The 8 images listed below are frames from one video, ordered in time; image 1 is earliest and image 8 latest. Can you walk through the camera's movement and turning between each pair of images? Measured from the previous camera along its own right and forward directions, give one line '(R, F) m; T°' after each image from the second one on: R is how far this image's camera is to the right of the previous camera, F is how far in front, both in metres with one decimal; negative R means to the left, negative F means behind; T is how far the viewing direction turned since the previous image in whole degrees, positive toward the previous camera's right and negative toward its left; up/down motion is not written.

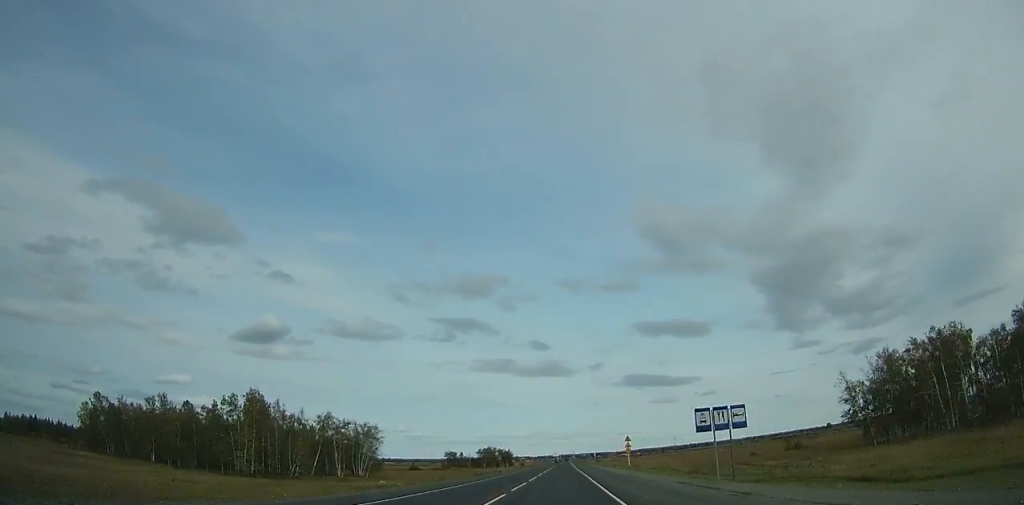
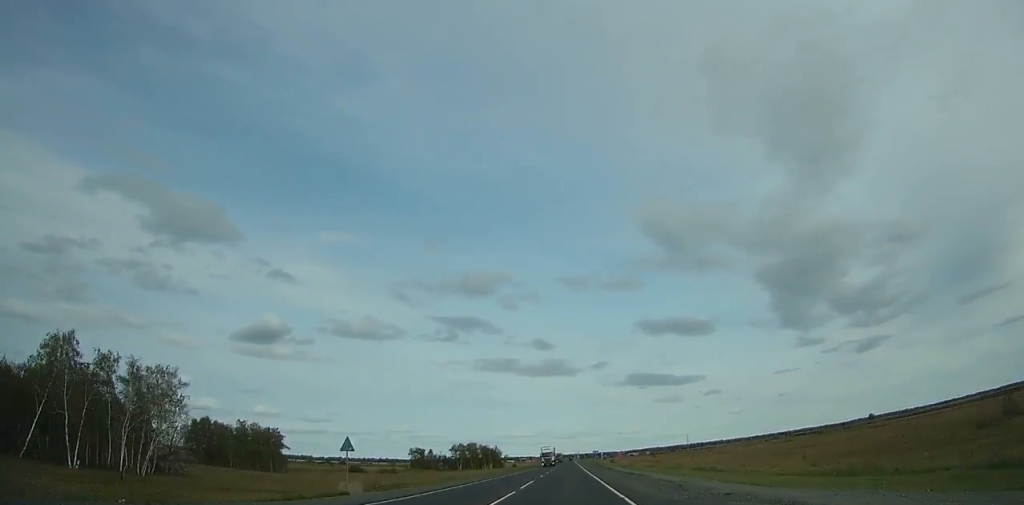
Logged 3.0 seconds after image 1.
(-0.1, +70.0) m; 0°
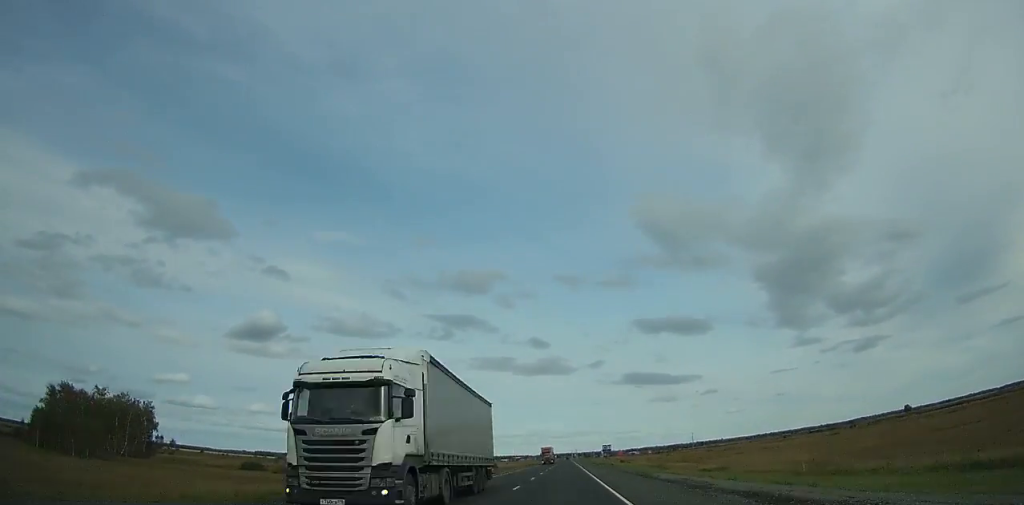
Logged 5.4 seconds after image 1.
(-0.1, +55.8) m; 0°
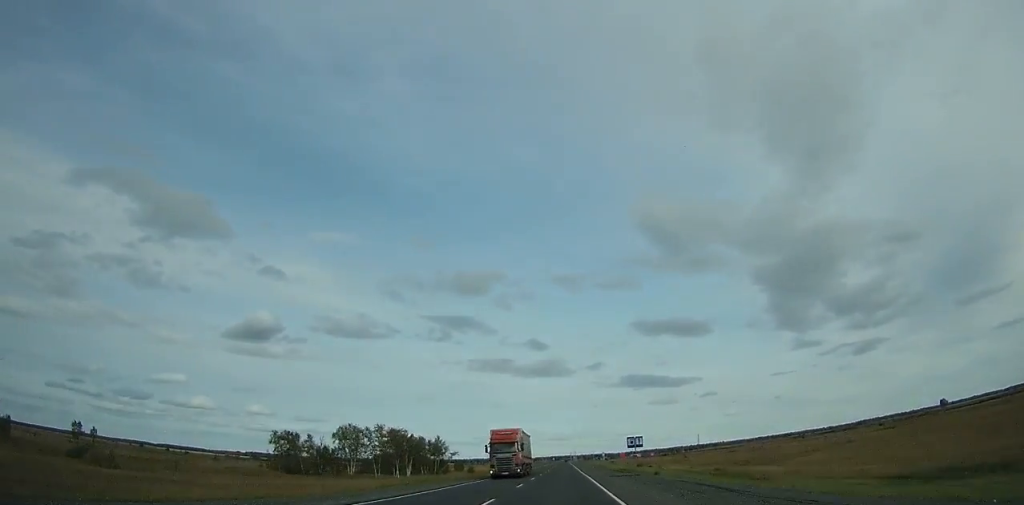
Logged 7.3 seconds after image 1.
(+0.1, +44.1) m; 0°
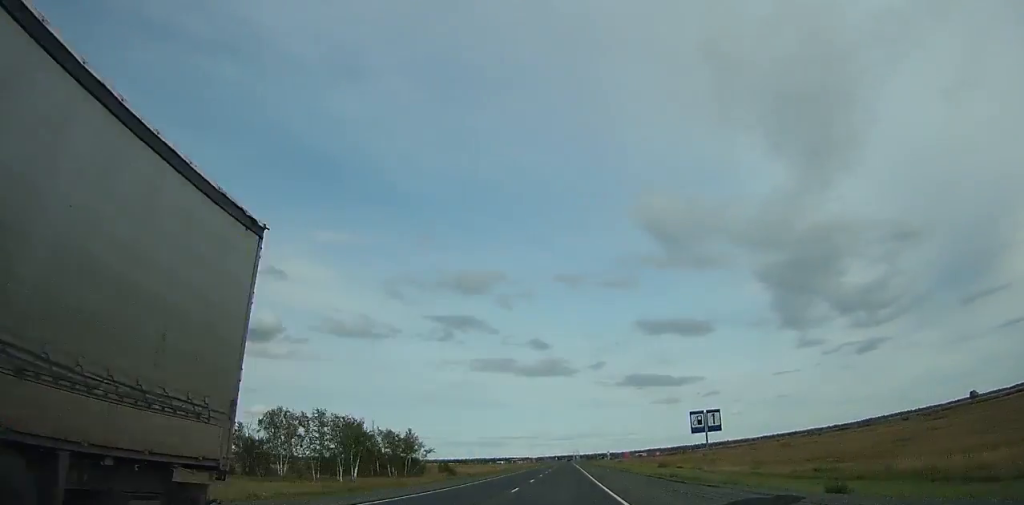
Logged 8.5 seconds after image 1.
(0.0, +27.8) m; 0°
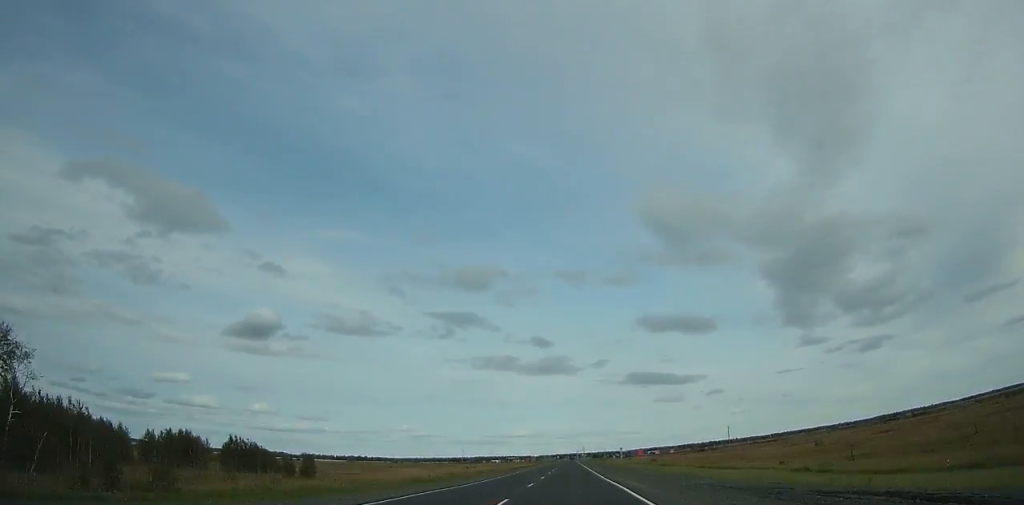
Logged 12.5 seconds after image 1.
(-0.1, +92.6) m; 0°
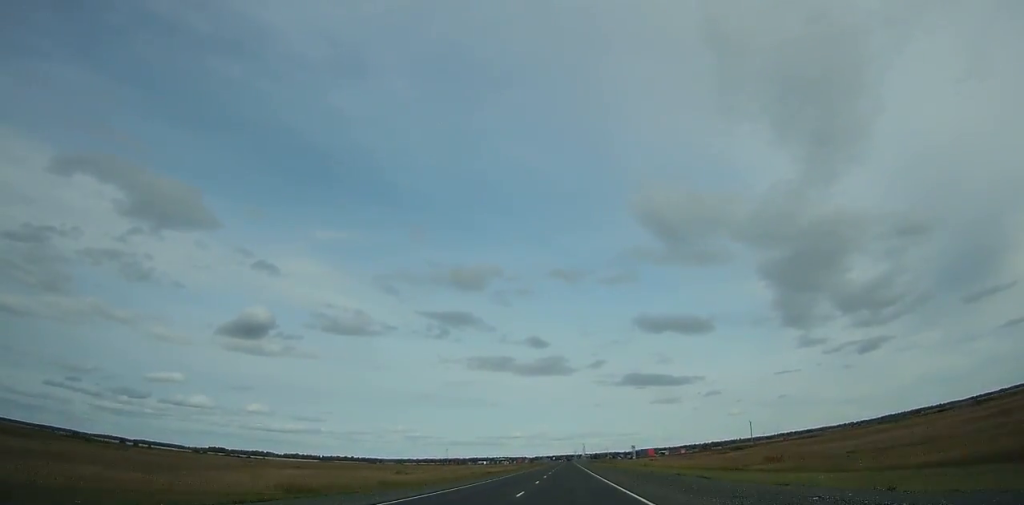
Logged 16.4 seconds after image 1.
(+0.2, +89.9) m; 0°
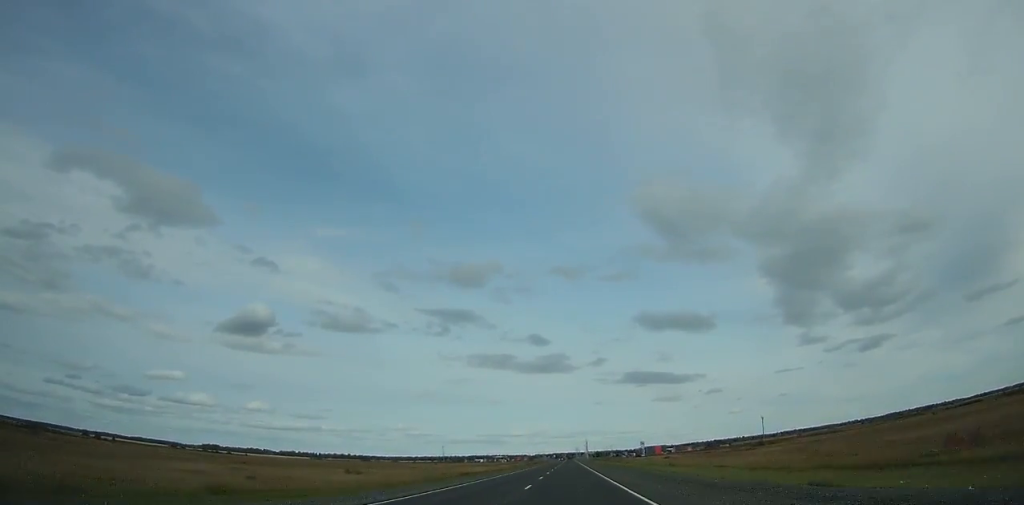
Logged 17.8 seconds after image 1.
(0.0, +32.1) m; 0°
